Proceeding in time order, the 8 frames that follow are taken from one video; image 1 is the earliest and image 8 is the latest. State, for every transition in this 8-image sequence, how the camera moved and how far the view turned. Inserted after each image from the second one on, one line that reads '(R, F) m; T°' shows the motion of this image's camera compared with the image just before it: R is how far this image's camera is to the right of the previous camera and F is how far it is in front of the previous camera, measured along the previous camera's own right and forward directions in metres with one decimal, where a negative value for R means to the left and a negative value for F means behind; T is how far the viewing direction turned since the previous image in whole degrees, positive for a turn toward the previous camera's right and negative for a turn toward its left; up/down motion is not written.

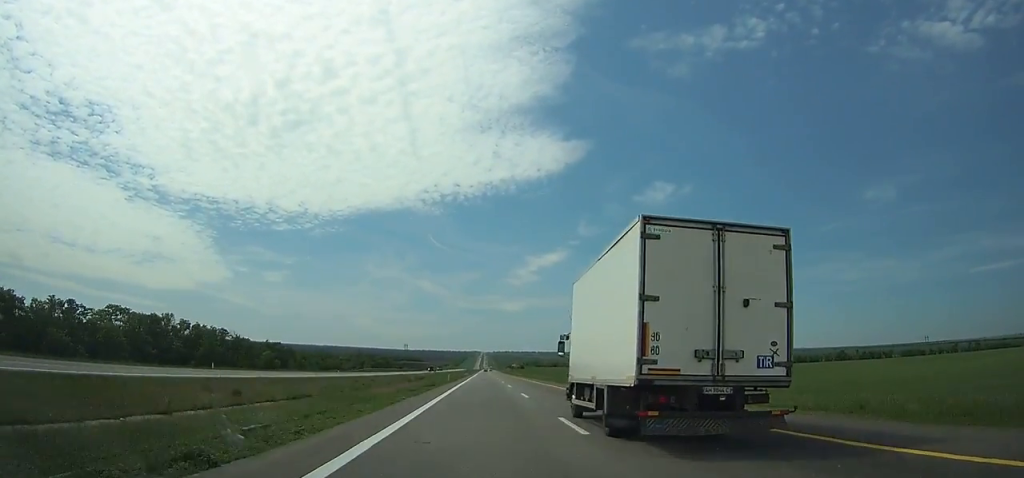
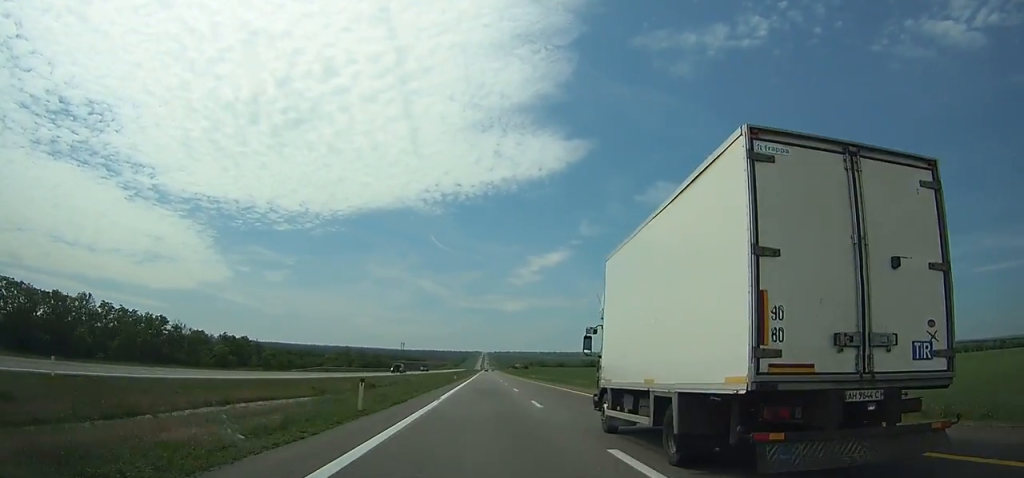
(+0.1, +38.0) m; 0°
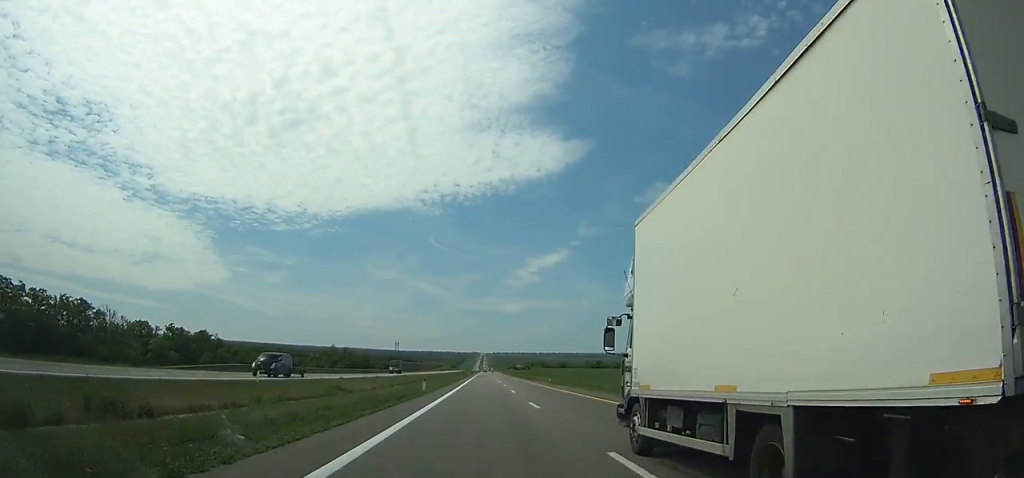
(-0.1, +33.0) m; 0°
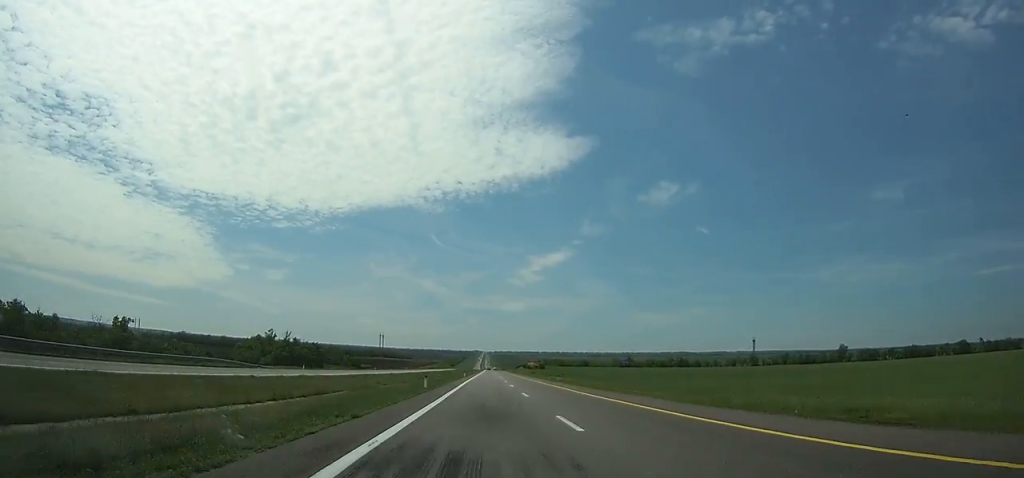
(+0.1, +102.6) m; 0°
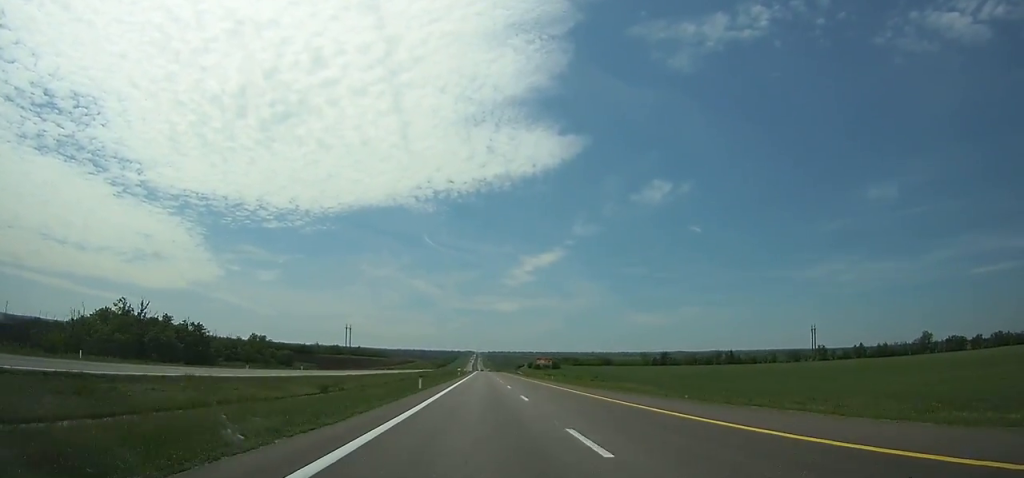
(+0.4, +101.3) m; +1°
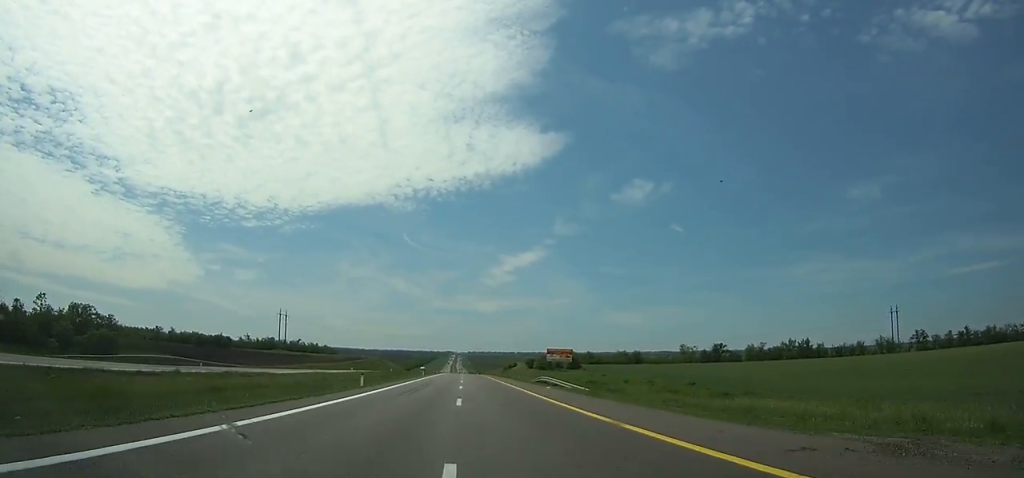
(+0.9, +98.8) m; 0°
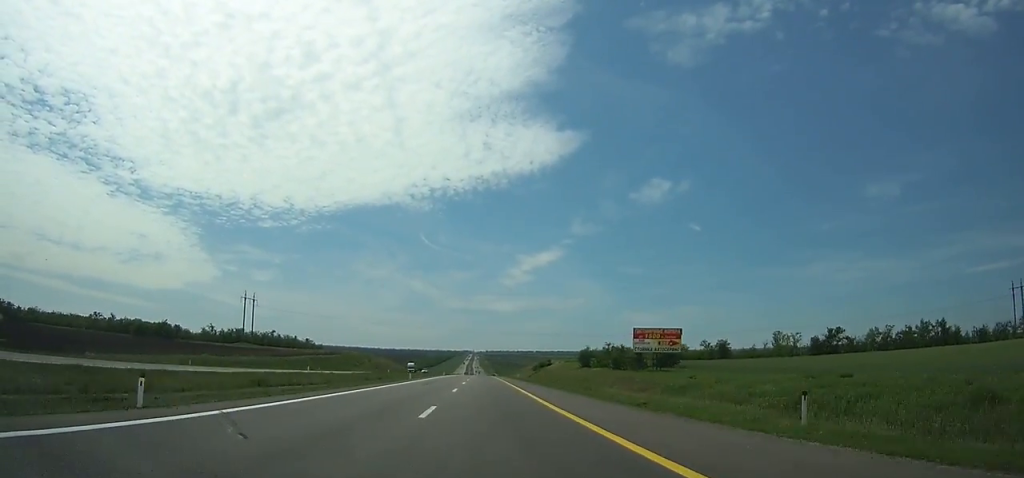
(-0.1, +69.3) m; 0°
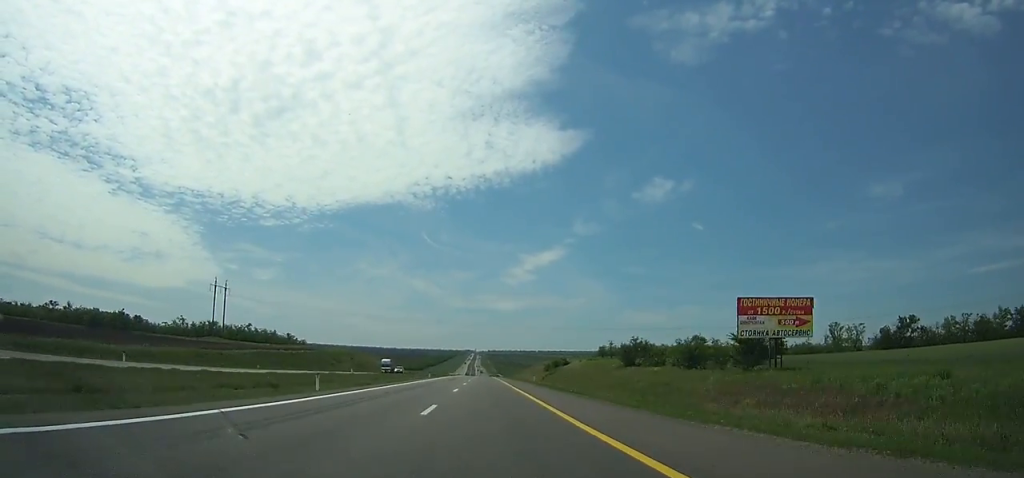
(0.0, +30.5) m; 0°
